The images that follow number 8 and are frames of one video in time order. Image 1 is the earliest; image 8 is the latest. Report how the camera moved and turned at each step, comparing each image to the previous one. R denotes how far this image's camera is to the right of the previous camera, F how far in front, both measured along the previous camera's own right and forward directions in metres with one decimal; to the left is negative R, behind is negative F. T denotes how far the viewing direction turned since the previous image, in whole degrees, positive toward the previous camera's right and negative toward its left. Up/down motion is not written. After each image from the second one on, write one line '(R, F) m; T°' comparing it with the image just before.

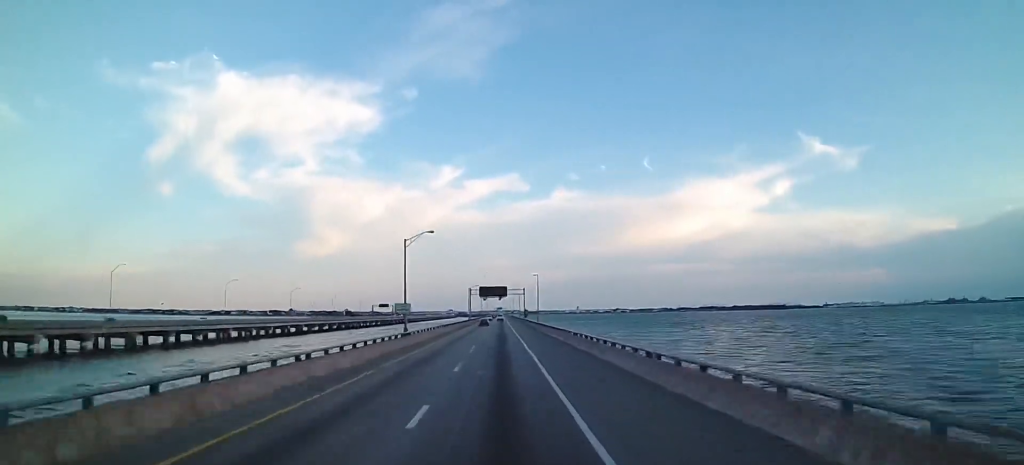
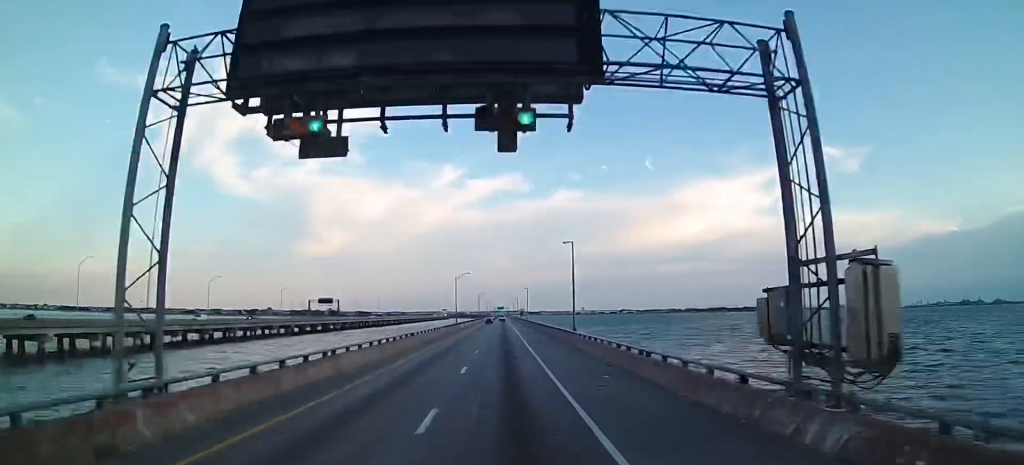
(-0.4, +136.7) m; 0°
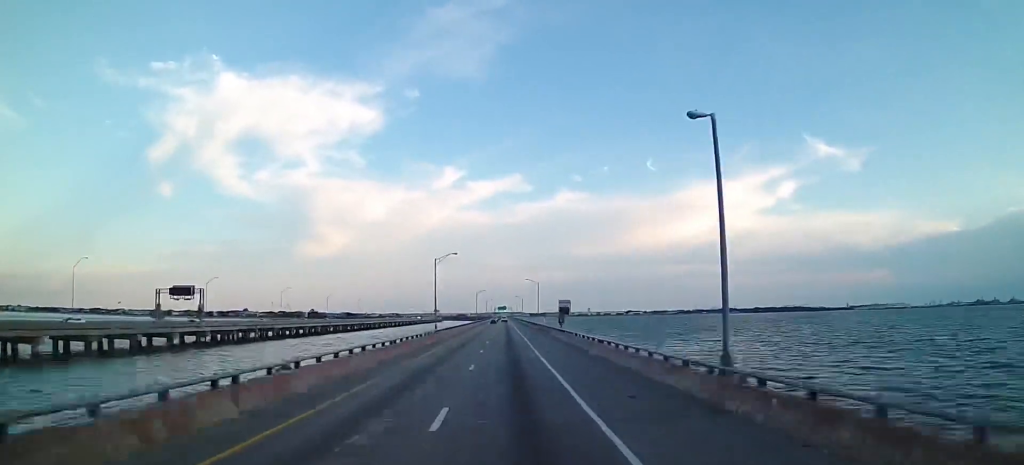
(+0.6, +126.7) m; 0°
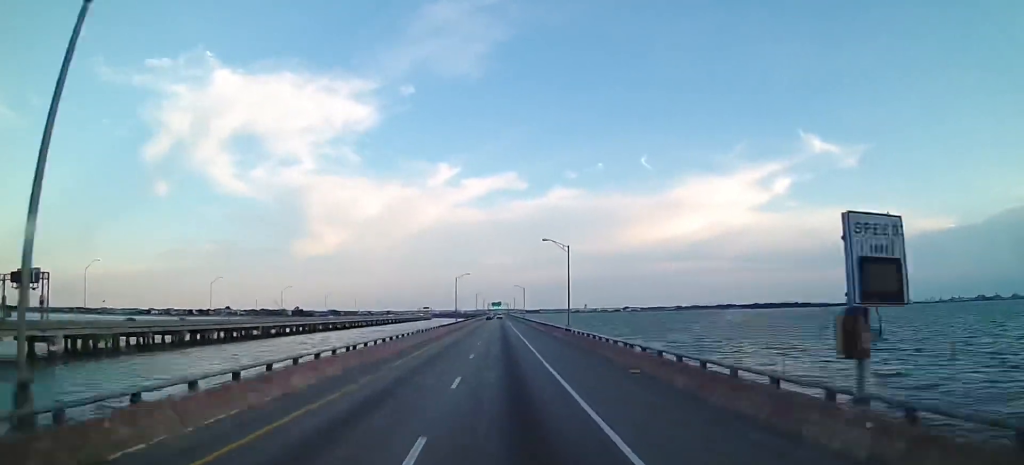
(-0.3, +54.0) m; 0°
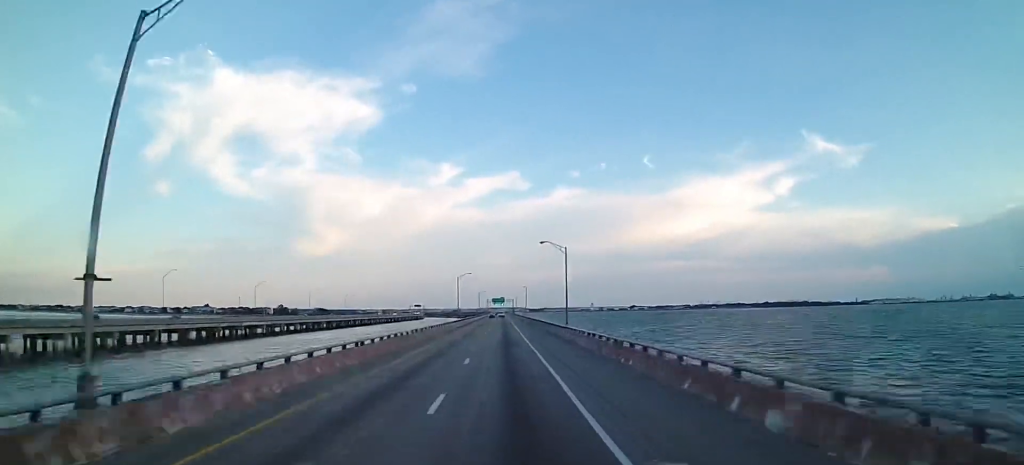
(-0.4, +90.5) m; 0°
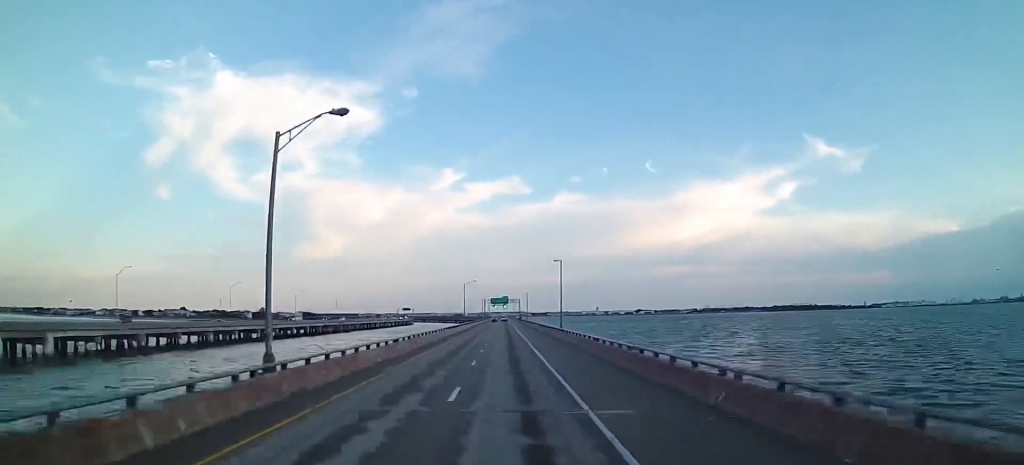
(0.0, +83.6) m; 0°
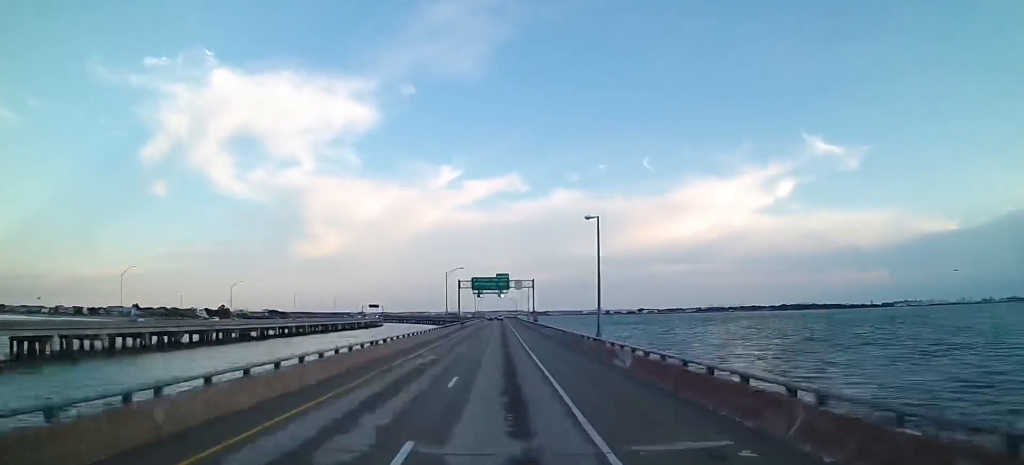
(+0.4, +119.8) m; 0°
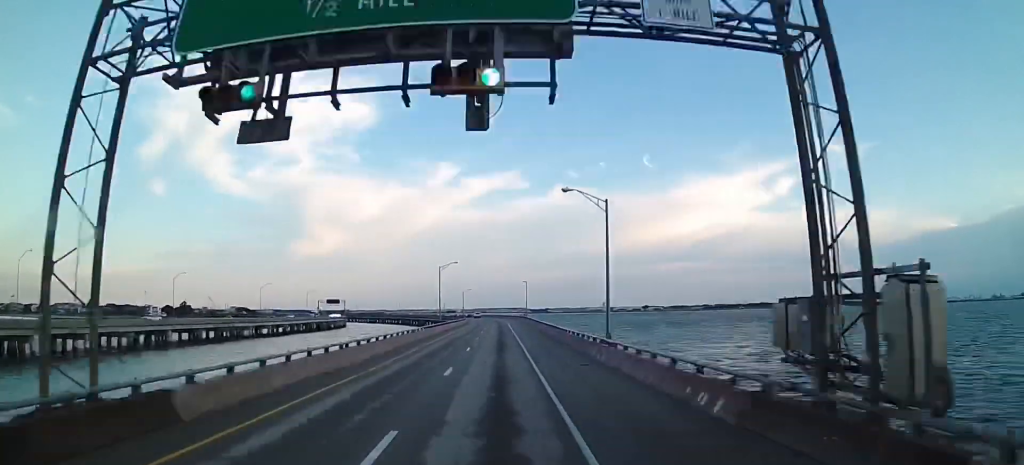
(-0.1, +96.9) m; -1°
